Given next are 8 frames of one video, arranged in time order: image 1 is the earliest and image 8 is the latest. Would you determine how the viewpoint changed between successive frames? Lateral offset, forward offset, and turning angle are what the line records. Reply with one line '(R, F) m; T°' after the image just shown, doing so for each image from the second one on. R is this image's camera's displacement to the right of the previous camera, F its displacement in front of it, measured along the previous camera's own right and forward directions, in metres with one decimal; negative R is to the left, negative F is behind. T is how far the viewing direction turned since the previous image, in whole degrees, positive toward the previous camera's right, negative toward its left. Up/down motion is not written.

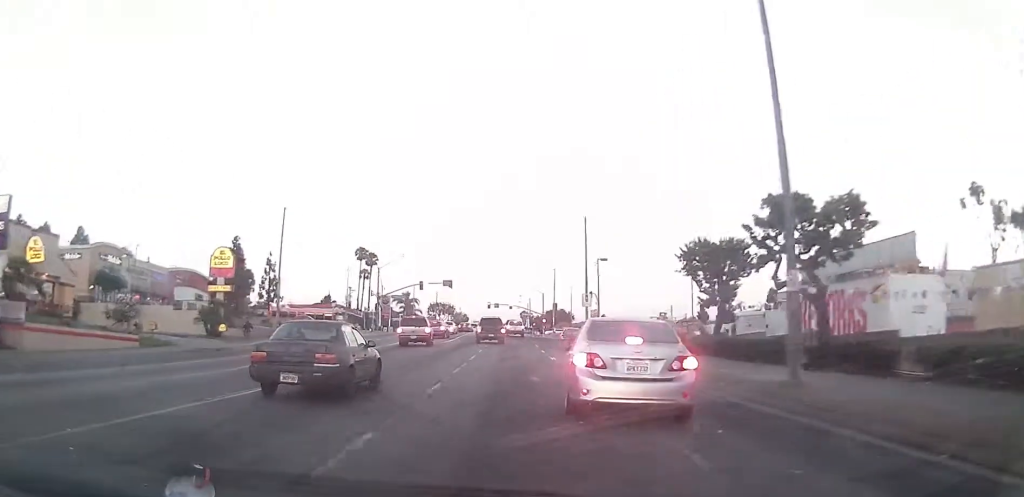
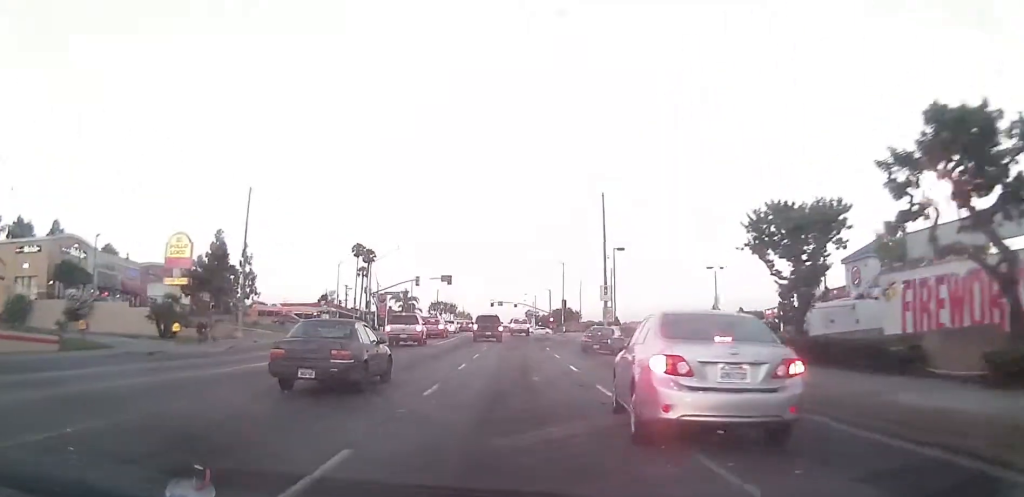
(0.0, +8.2) m; 0°
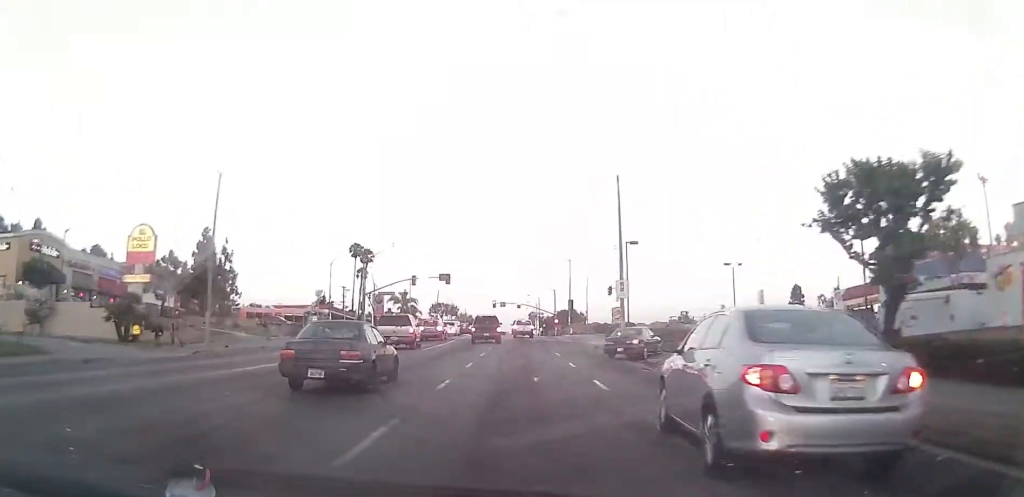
(0.0, +5.7) m; 0°
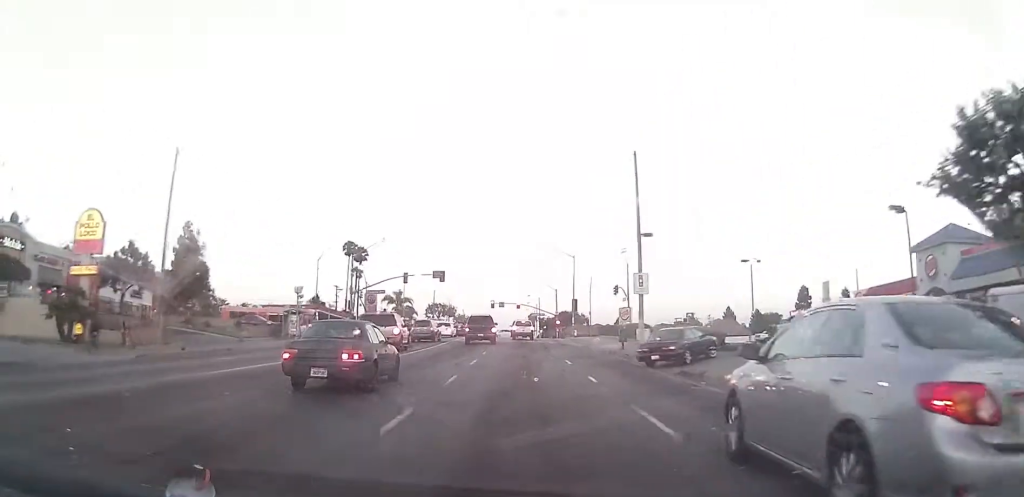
(0.0, +6.1) m; 0°
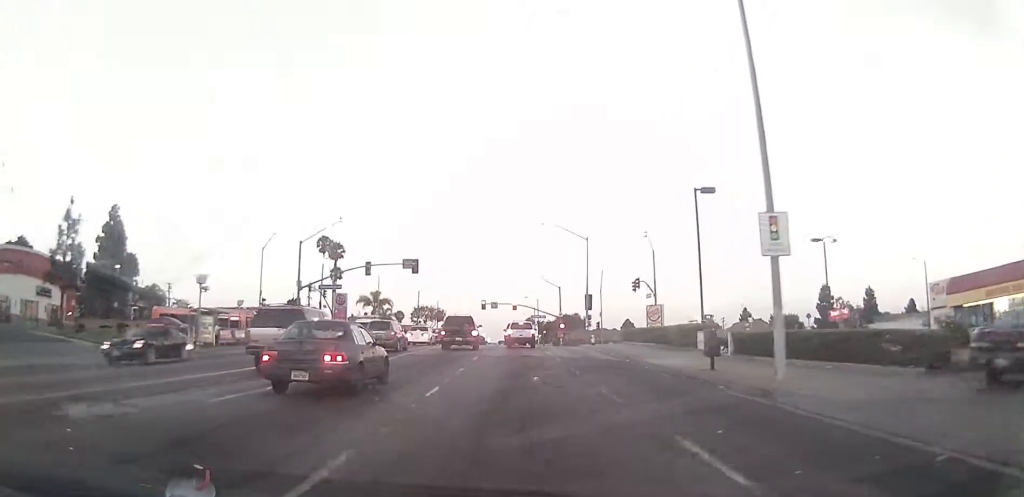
(0.0, +18.9) m; 0°
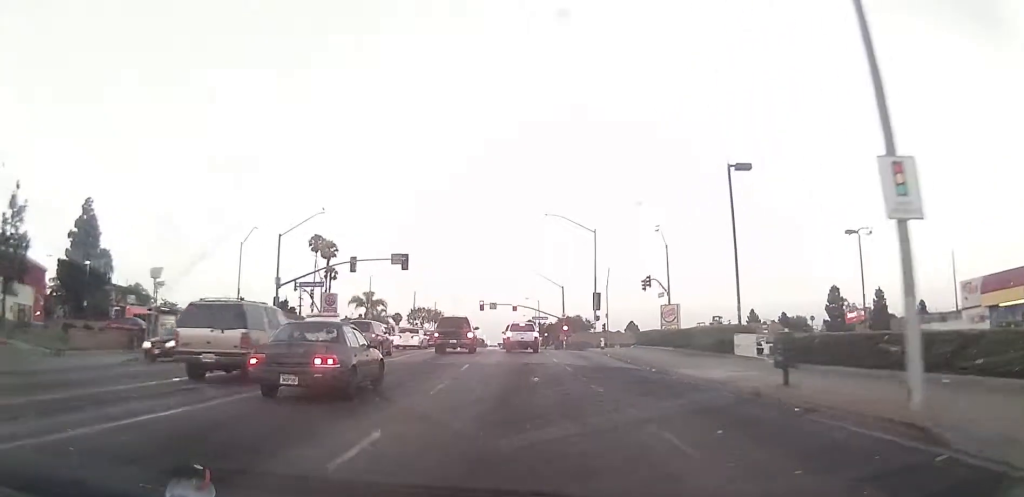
(0.0, +6.2) m; 0°
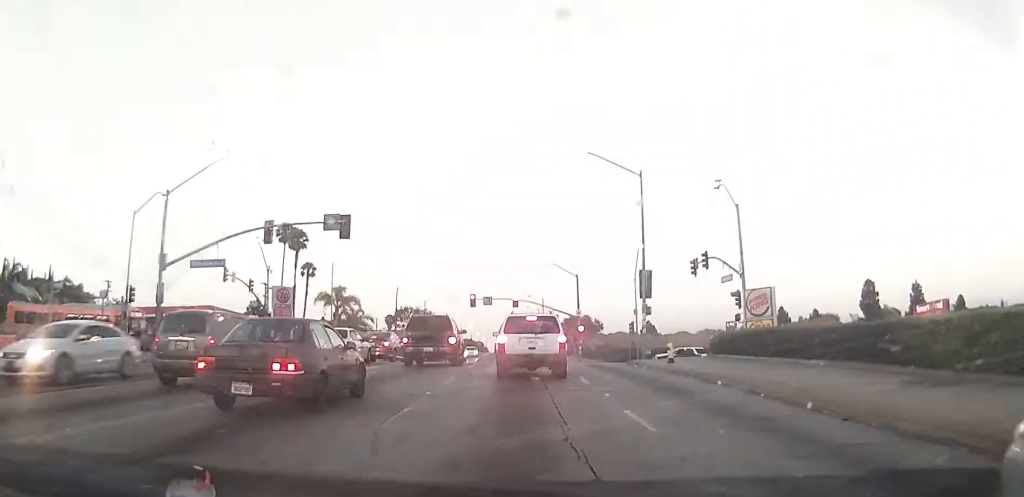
(0.0, +23.7) m; 0°
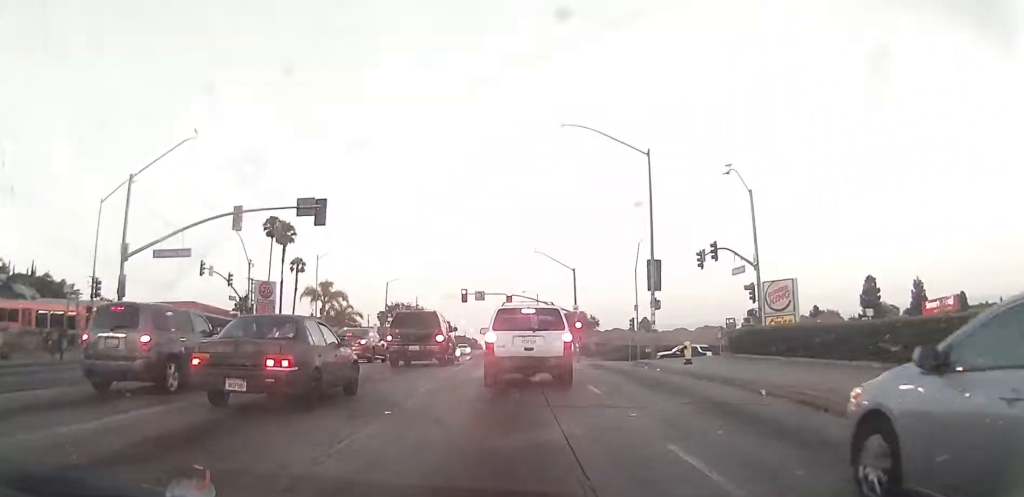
(0.0, +5.4) m; 0°
